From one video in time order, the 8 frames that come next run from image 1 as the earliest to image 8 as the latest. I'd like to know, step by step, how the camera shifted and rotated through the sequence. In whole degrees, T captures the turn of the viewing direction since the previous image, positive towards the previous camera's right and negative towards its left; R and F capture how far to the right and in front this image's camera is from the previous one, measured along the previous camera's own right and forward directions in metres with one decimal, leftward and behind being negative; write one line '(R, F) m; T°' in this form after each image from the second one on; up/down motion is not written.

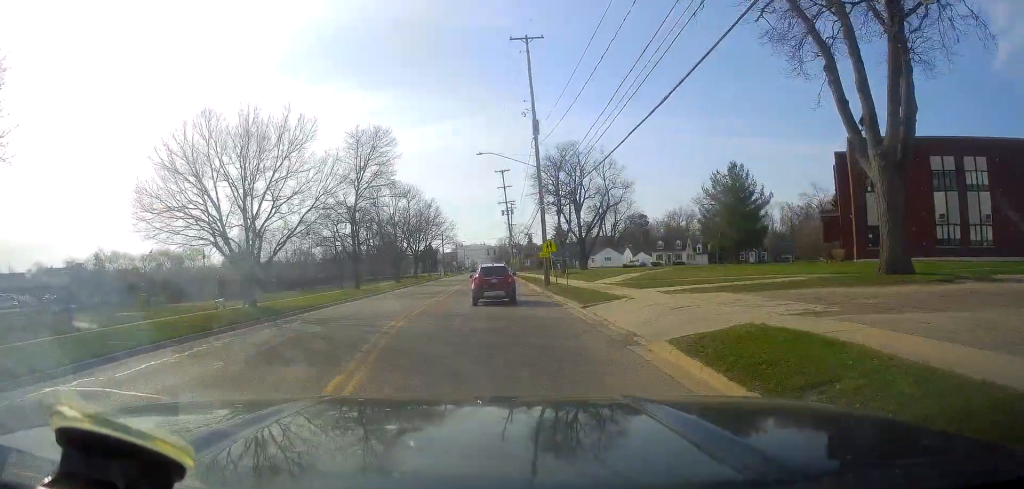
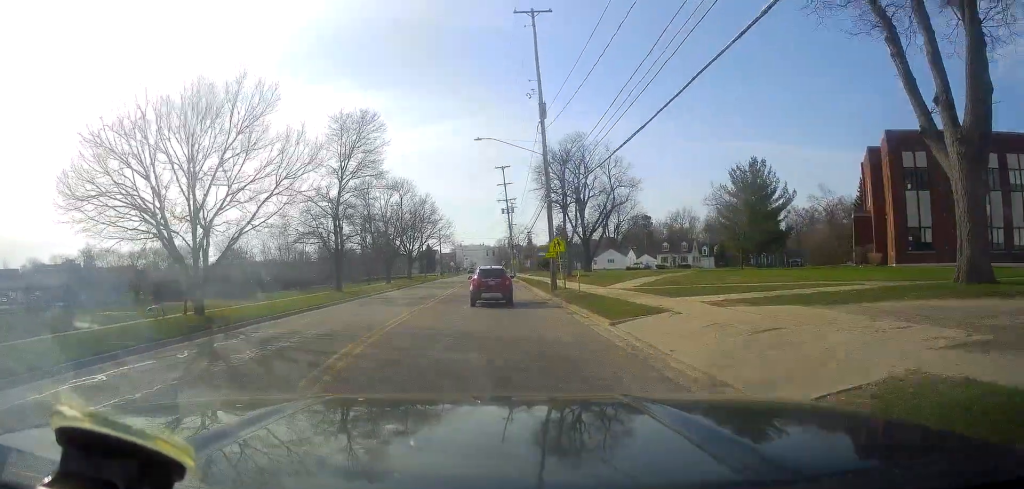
(+0.1, +5.0) m; 0°
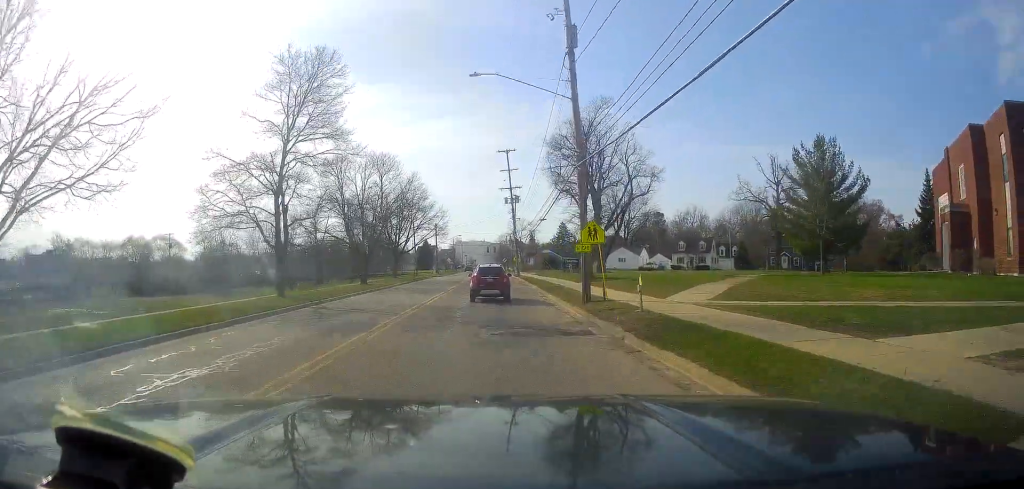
(-0.1, +11.8) m; 0°
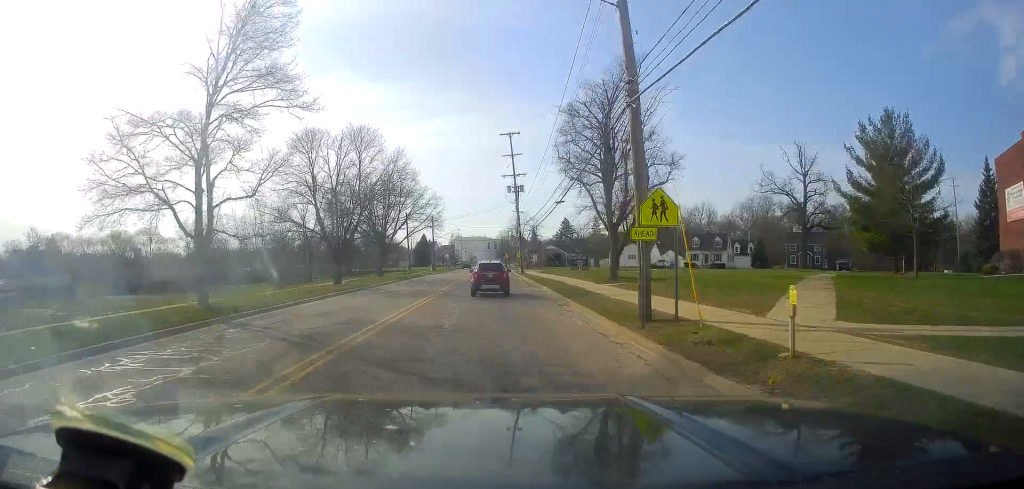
(0.0, +8.7) m; +1°
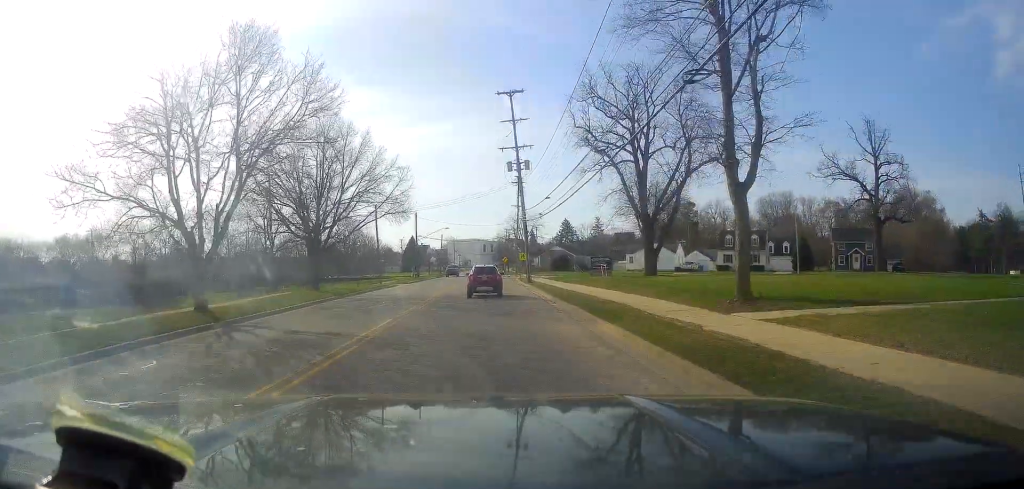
(+0.3, +19.5) m; +1°
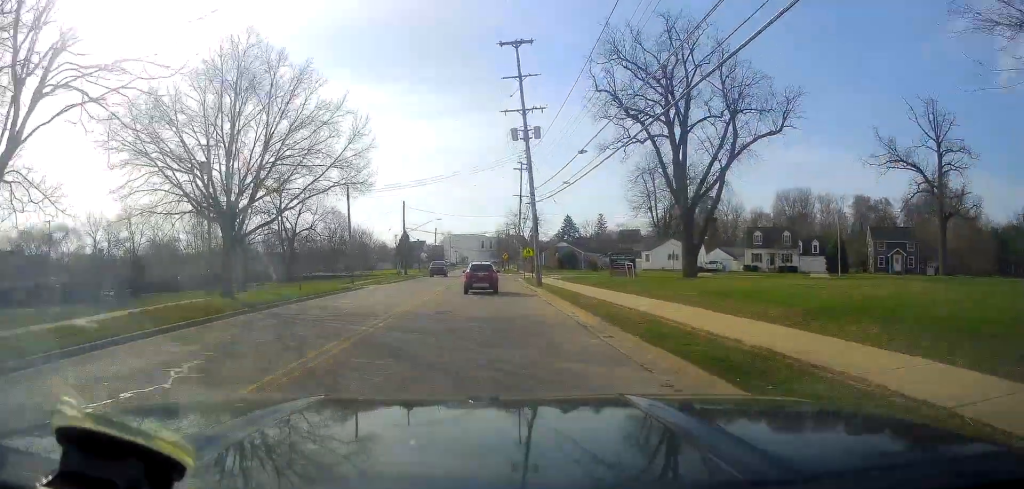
(0.0, +12.2) m; -1°
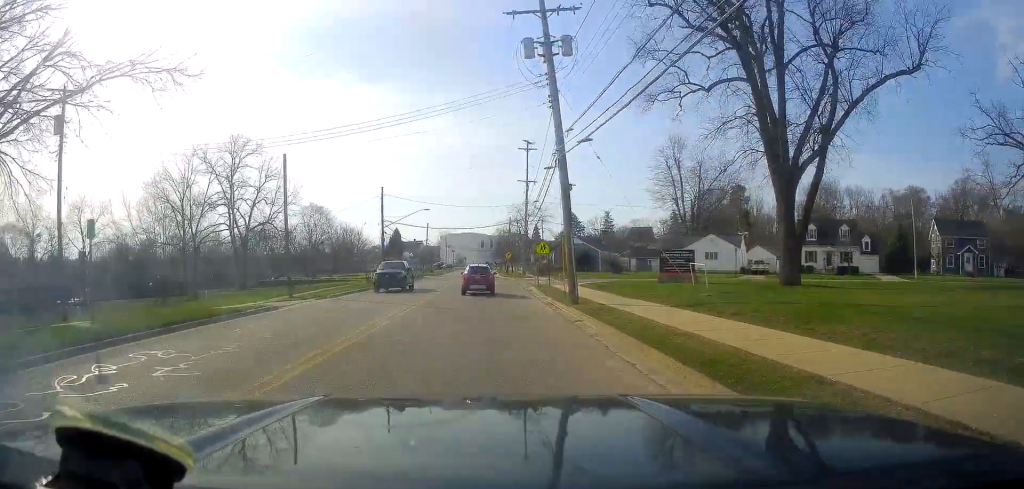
(-0.2, +16.5) m; +1°
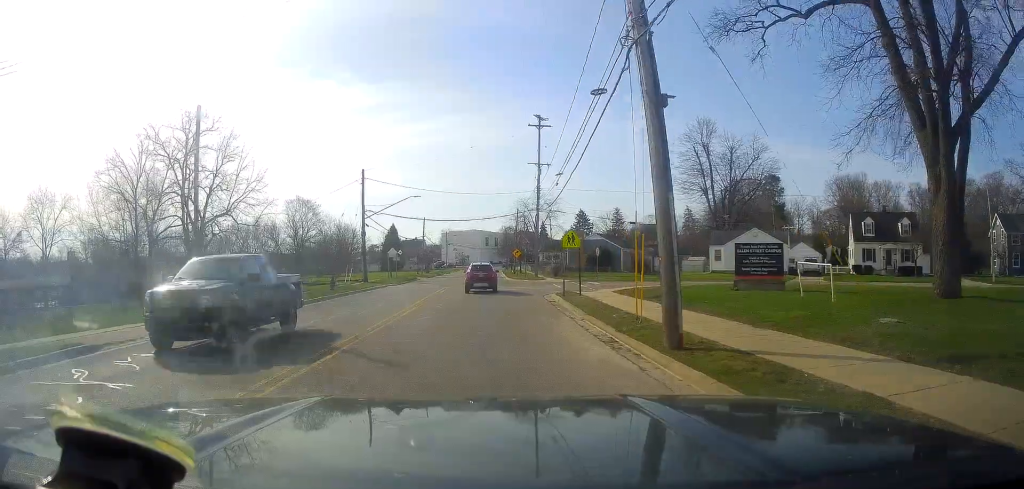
(+0.4, +12.1) m; +2°
